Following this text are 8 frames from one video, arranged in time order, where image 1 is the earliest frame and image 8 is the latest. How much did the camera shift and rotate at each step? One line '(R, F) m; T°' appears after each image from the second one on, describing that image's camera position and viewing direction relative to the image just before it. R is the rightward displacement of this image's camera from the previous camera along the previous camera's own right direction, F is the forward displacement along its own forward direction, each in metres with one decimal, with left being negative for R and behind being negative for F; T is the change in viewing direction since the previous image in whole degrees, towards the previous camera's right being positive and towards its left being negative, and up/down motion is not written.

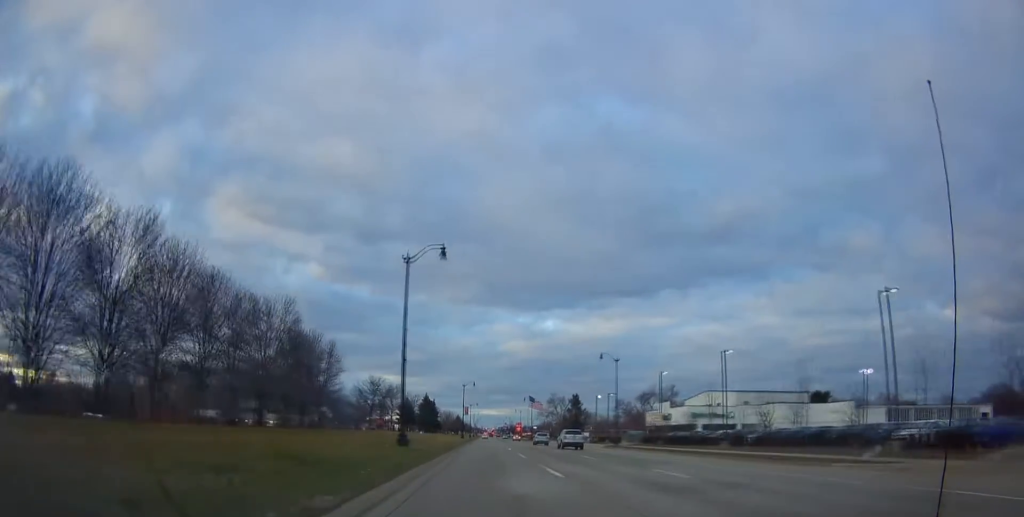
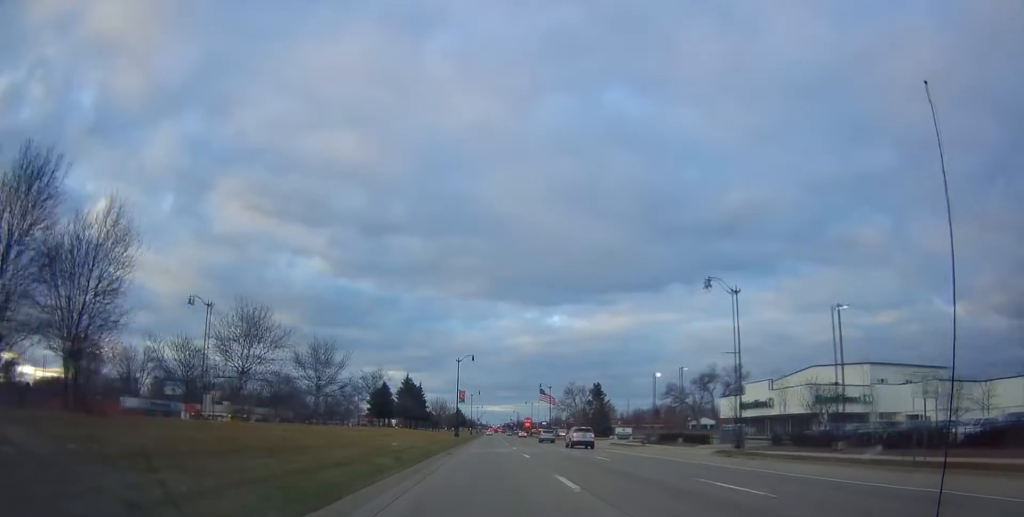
(-0.3, +35.5) m; 0°
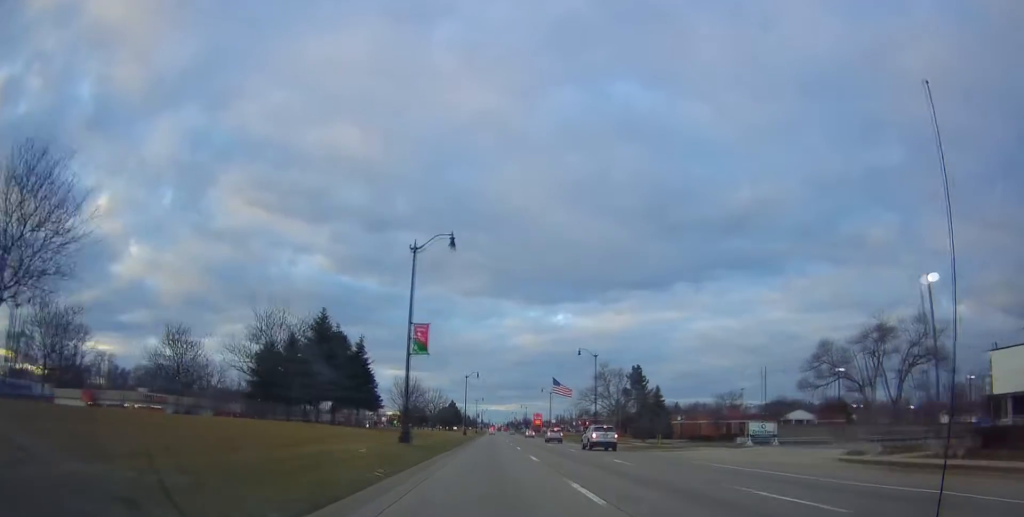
(-0.5, +48.6) m; -1°
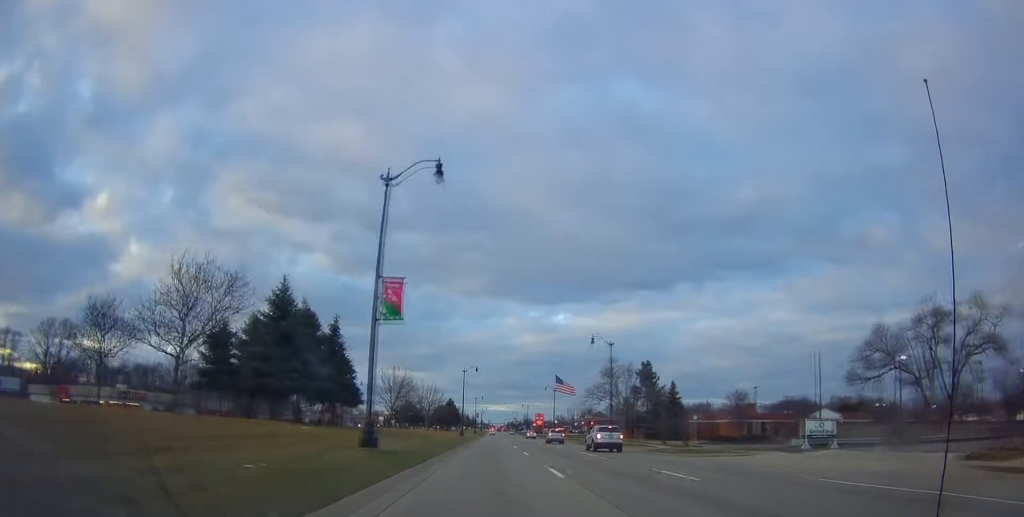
(-0.1, +9.0) m; 0°
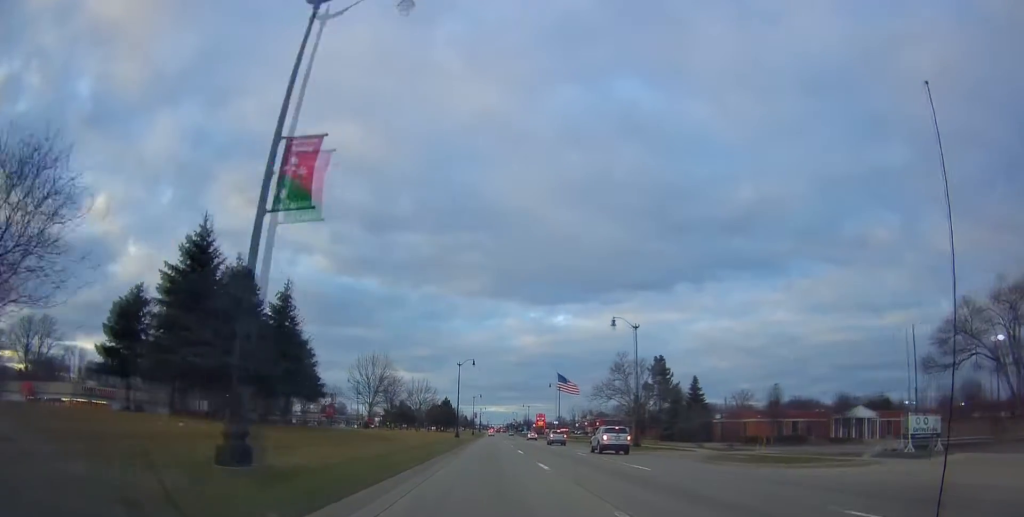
(-0.3, +11.1) m; +1°
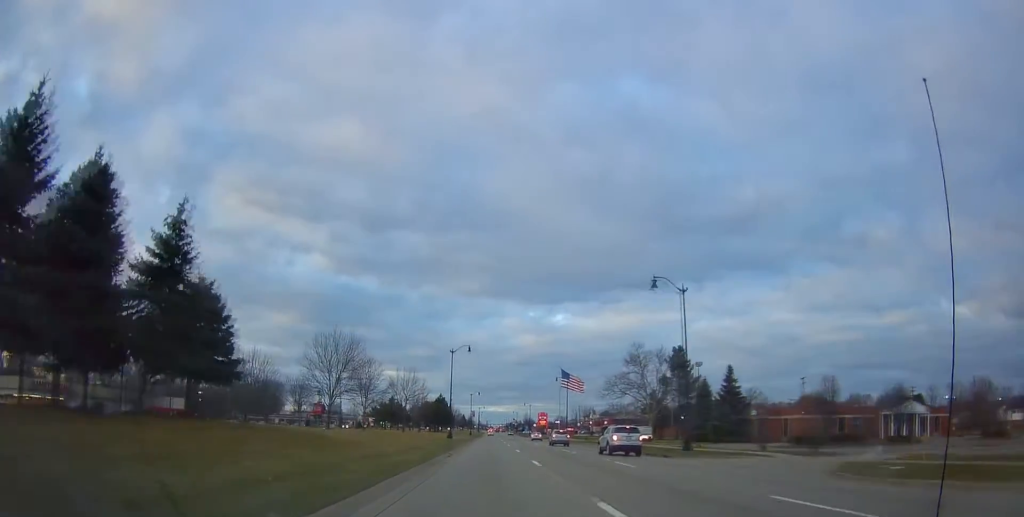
(+0.3, +13.0) m; 0°
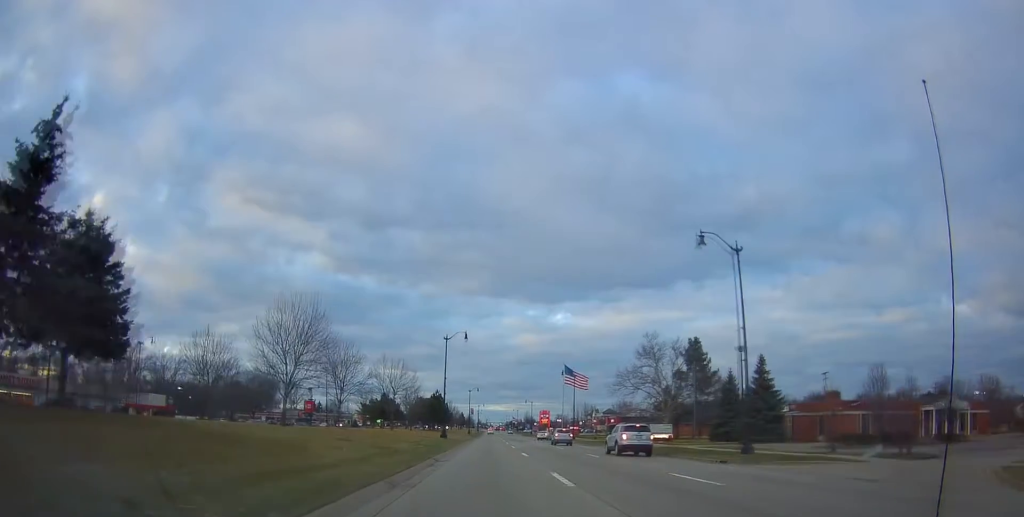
(+0.3, +8.9) m; 0°
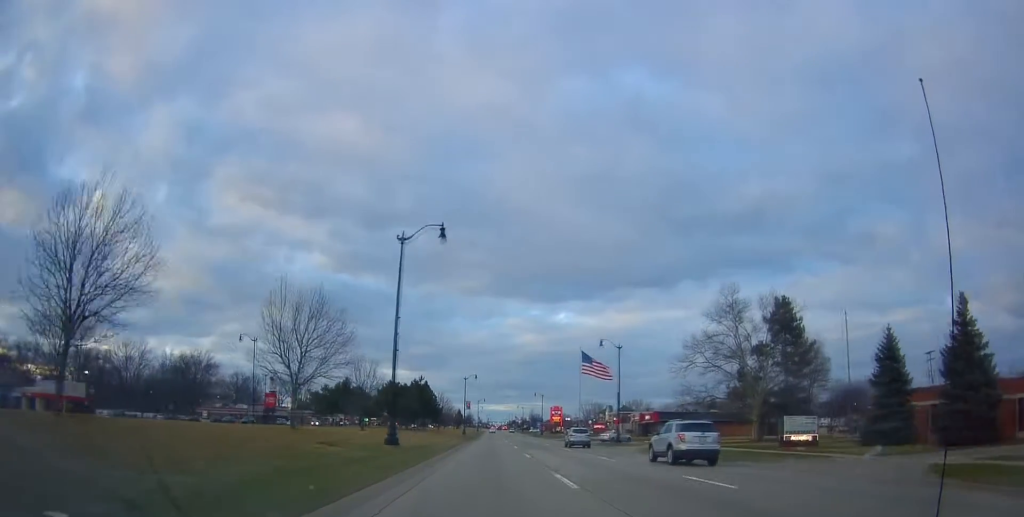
(-0.7, +31.5) m; 0°
